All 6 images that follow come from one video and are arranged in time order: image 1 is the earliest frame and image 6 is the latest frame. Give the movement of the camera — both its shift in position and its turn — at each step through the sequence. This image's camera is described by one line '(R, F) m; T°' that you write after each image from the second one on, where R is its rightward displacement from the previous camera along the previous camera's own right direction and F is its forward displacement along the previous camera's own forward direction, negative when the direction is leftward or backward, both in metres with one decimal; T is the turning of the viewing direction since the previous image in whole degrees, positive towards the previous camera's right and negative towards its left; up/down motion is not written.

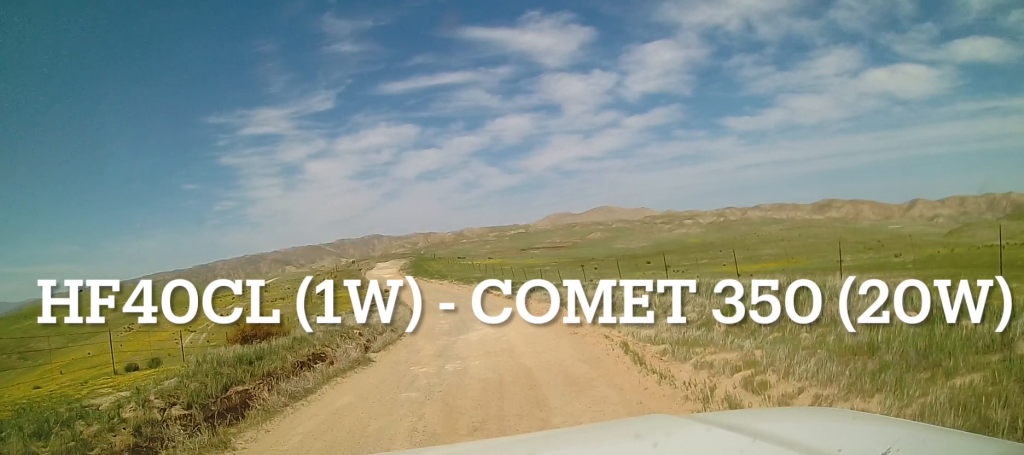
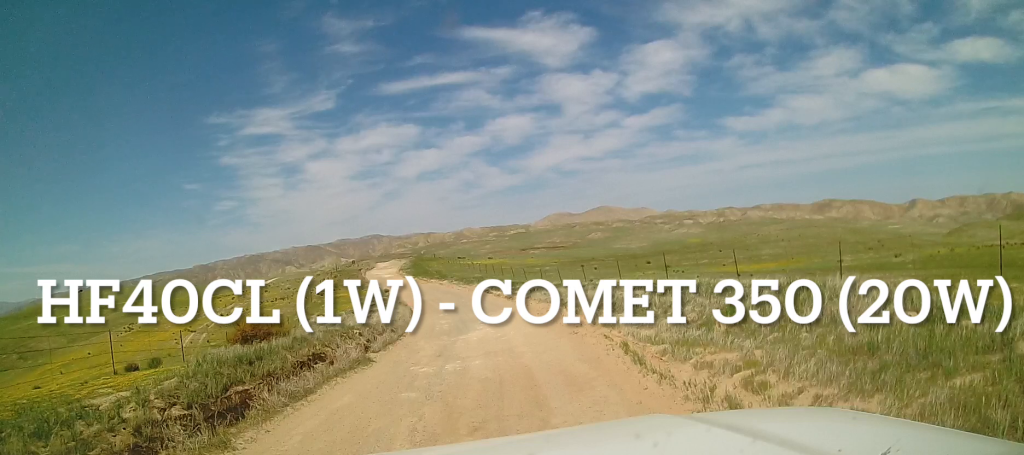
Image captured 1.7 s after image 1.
(0.0, 0.0) m; 0°
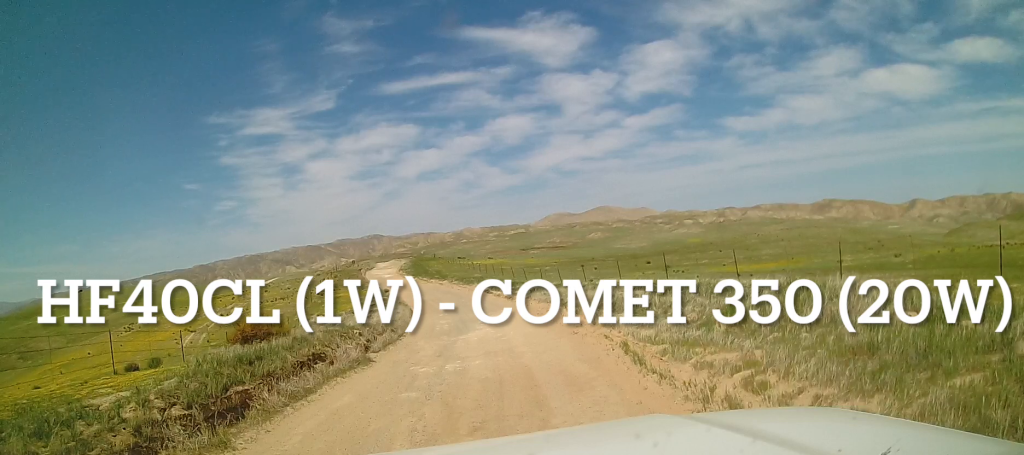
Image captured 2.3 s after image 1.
(0.0, 0.0) m; 0°
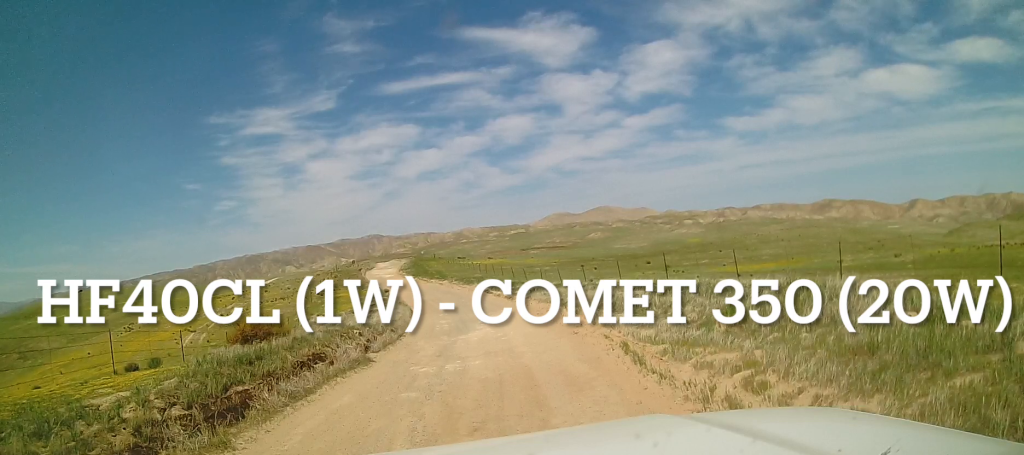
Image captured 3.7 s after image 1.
(0.0, 0.0) m; 0°
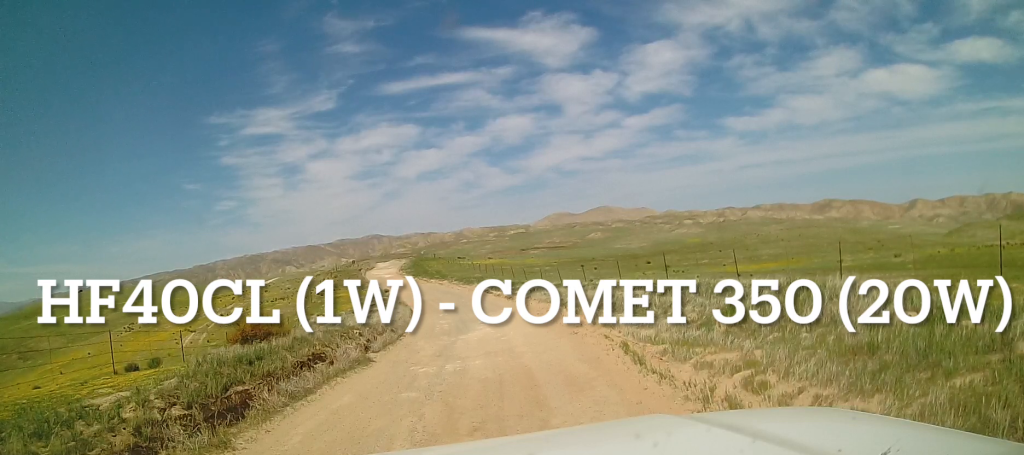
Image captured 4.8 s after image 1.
(0.0, 0.0) m; 0°
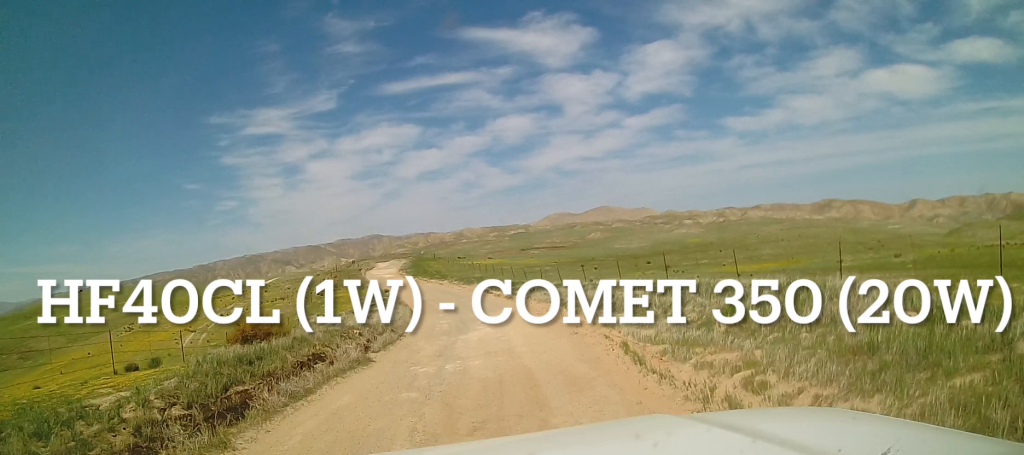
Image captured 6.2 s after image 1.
(0.0, 0.0) m; 0°
